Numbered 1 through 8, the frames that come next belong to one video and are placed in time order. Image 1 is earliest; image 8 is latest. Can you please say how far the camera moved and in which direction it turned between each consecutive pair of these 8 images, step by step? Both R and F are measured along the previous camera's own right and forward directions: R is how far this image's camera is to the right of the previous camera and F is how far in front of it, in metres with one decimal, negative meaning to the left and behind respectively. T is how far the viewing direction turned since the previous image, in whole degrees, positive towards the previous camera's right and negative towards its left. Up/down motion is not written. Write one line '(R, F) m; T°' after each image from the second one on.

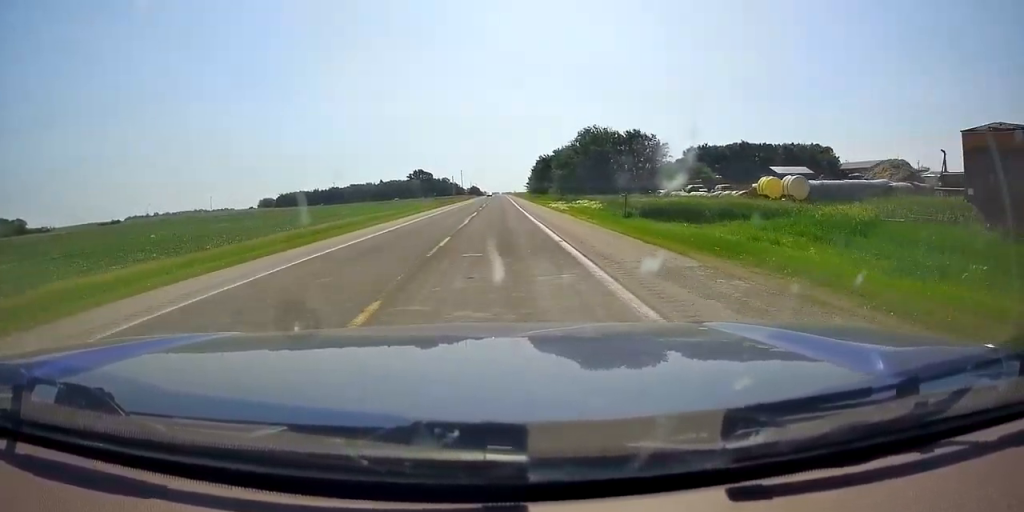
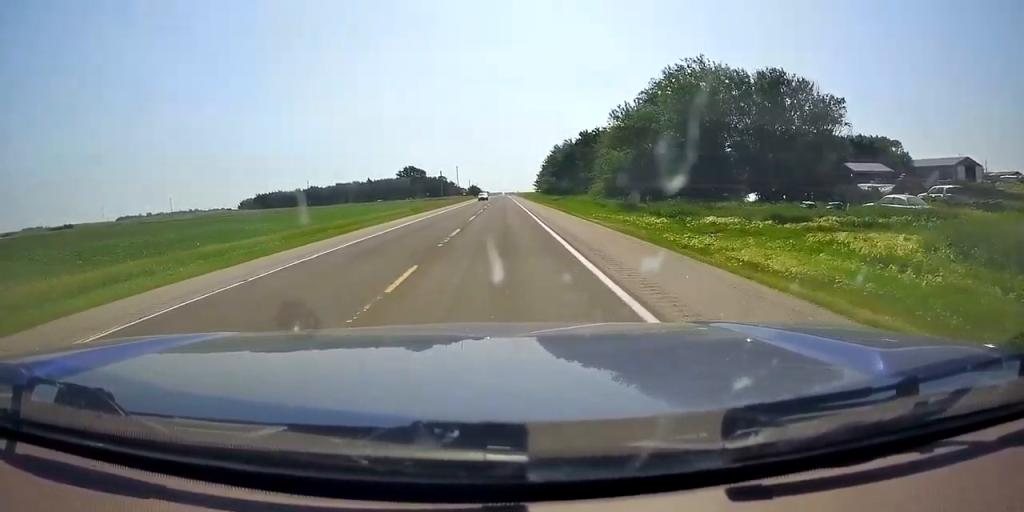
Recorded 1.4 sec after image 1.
(0.0, +44.4) m; 0°
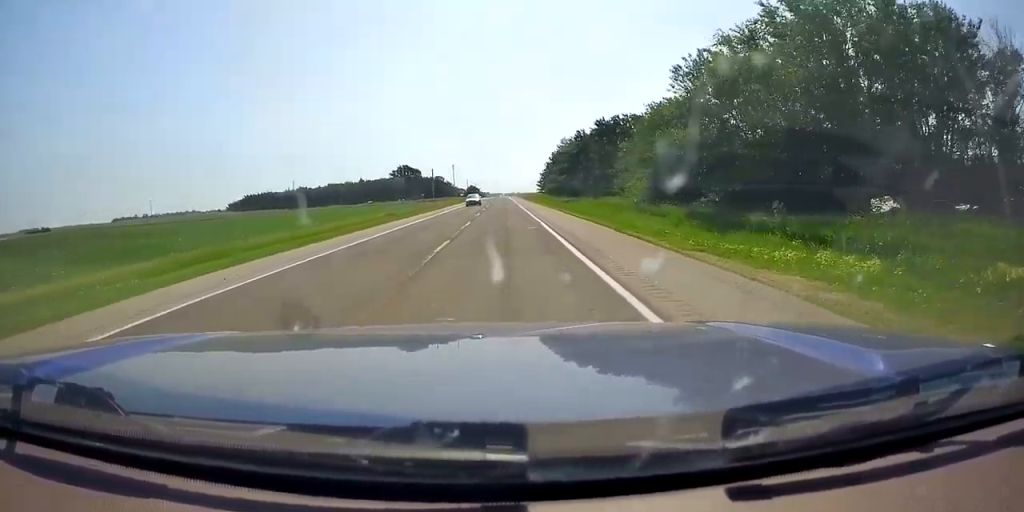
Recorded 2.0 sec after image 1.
(0.0, +17.9) m; 0°
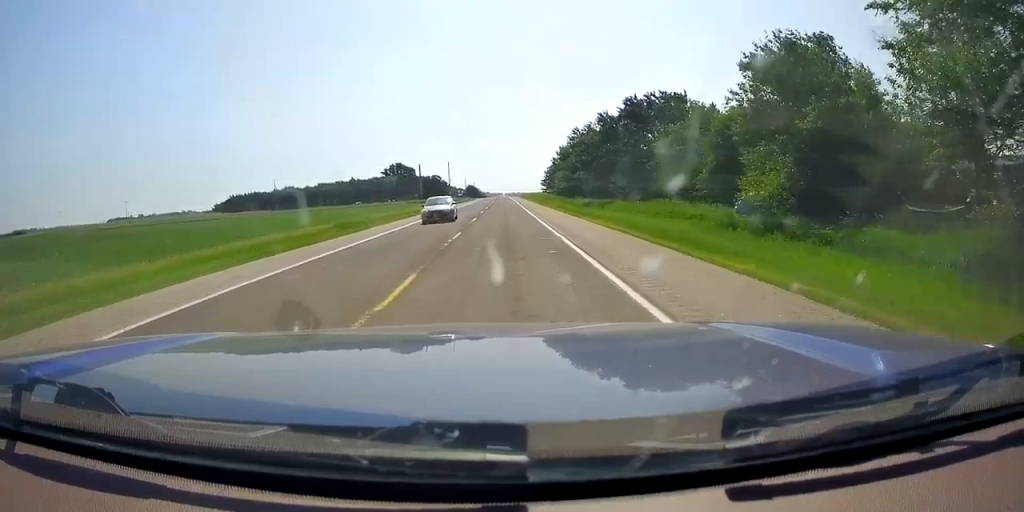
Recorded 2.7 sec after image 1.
(0.0, +19.9) m; 0°
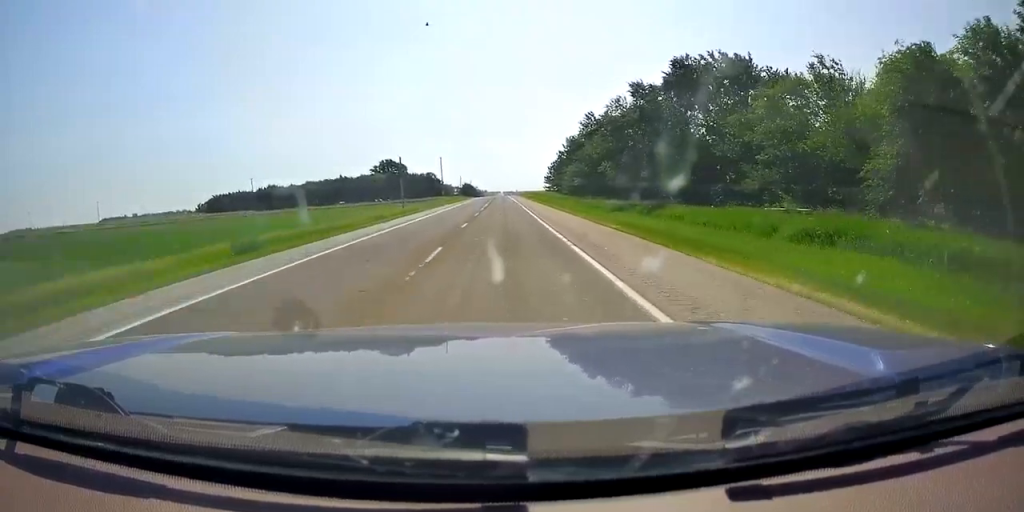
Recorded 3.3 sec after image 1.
(0.0, +18.9) m; 0°
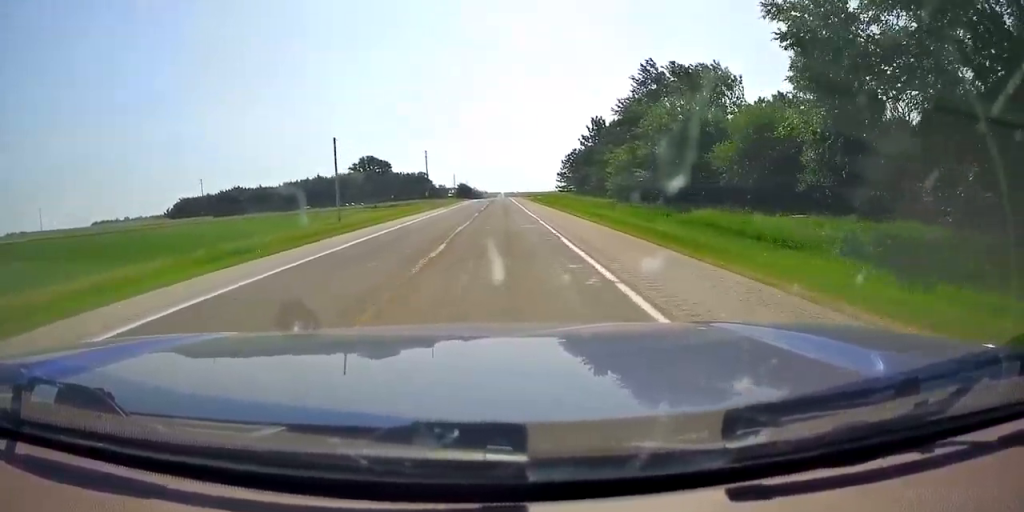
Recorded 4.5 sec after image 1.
(0.0, +35.3) m; 0°
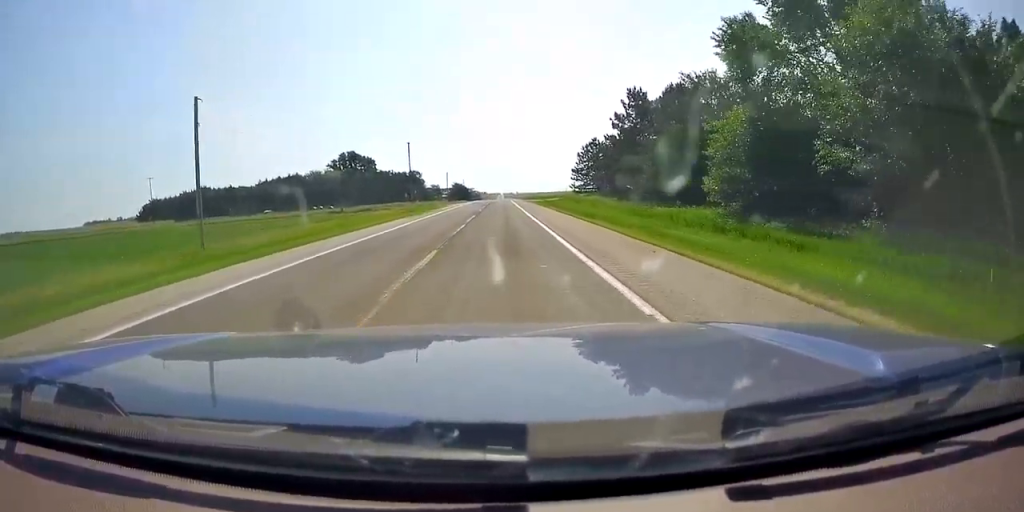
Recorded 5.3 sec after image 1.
(0.0, +26.1) m; 0°
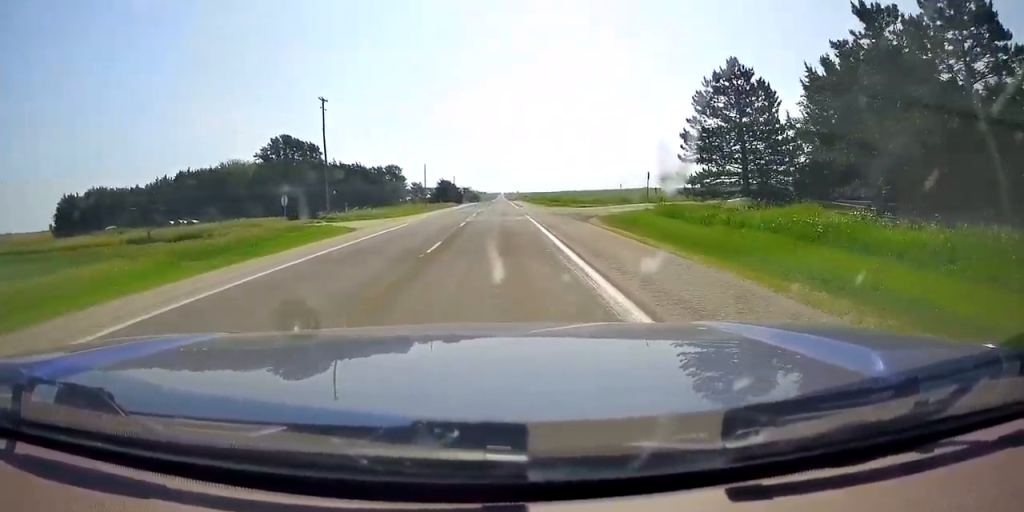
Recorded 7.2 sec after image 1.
(0.0, +58.2) m; +1°
